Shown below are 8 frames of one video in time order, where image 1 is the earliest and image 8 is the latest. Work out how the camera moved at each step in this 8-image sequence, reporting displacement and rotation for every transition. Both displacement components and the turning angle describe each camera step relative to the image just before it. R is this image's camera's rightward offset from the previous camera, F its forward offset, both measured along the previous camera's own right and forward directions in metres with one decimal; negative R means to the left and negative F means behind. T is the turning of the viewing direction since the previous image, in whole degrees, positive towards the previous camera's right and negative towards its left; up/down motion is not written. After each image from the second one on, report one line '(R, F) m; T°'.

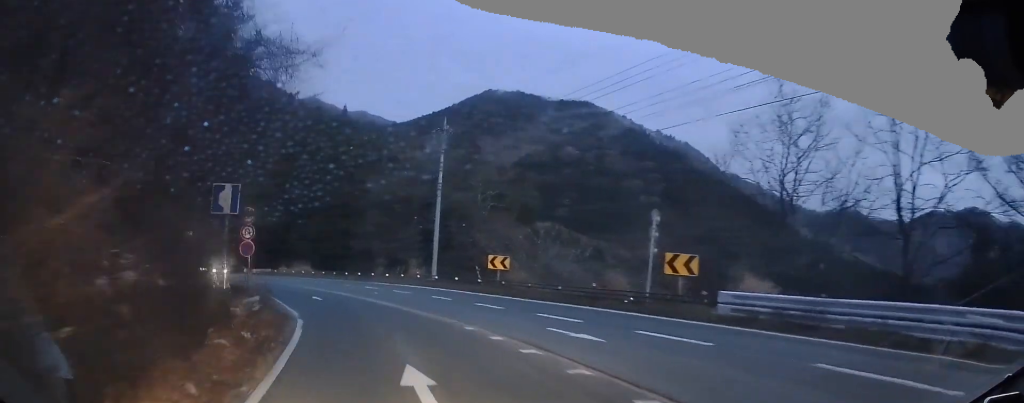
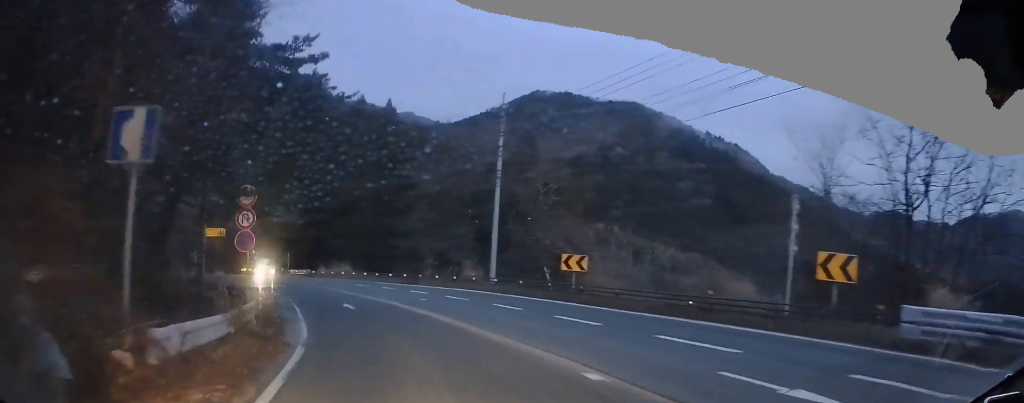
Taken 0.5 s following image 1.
(-0.2, +6.0) m; -12°
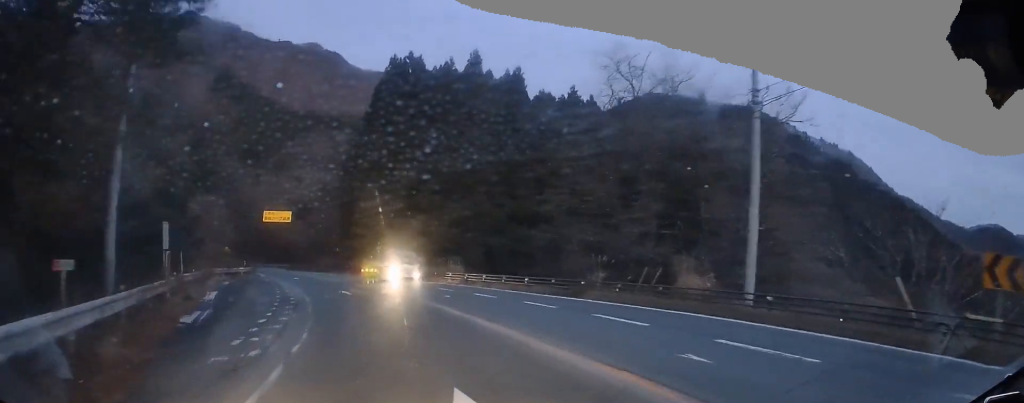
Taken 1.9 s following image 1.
(-5.5, +17.7) m; -23°
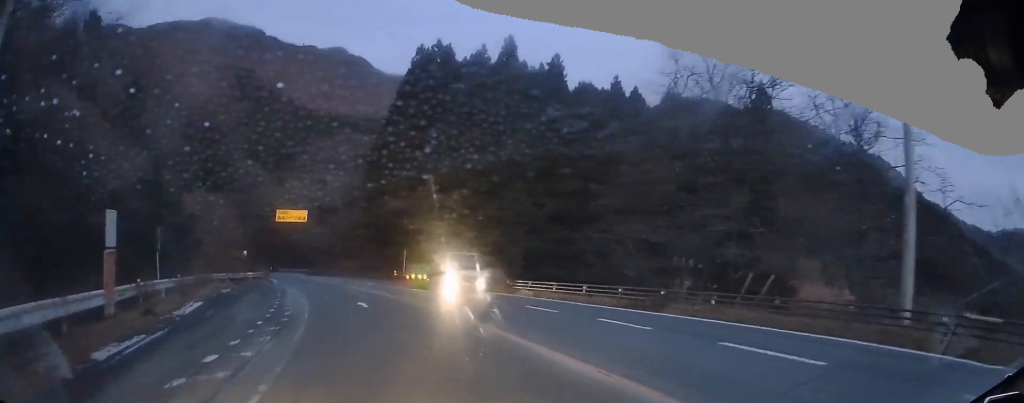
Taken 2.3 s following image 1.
(0.0, +5.6) m; 0°
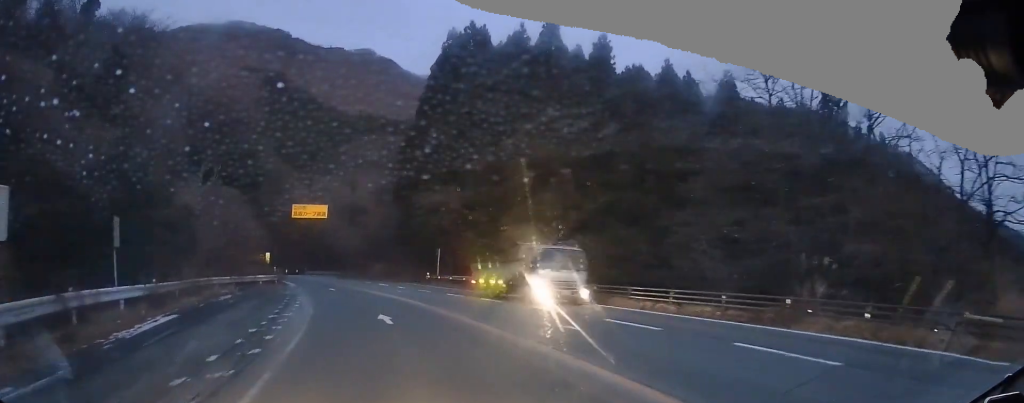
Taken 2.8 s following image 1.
(0.0, +5.6) m; 0°
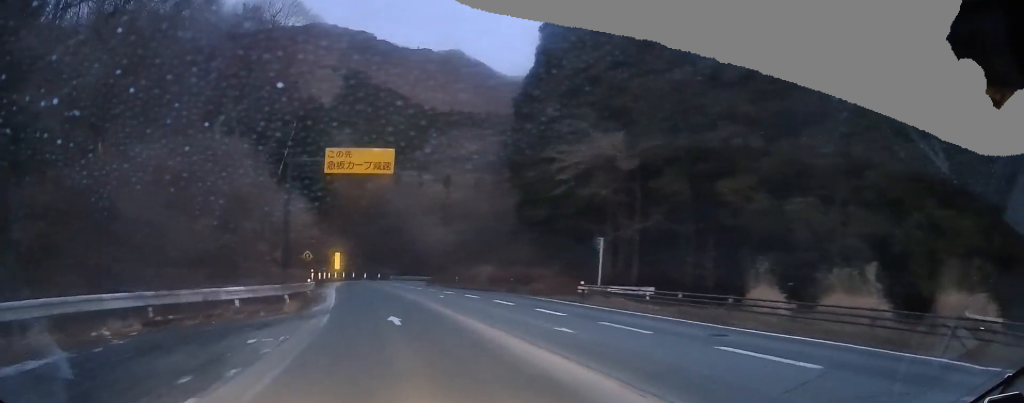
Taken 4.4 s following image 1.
(0.0, +19.5) m; 0°
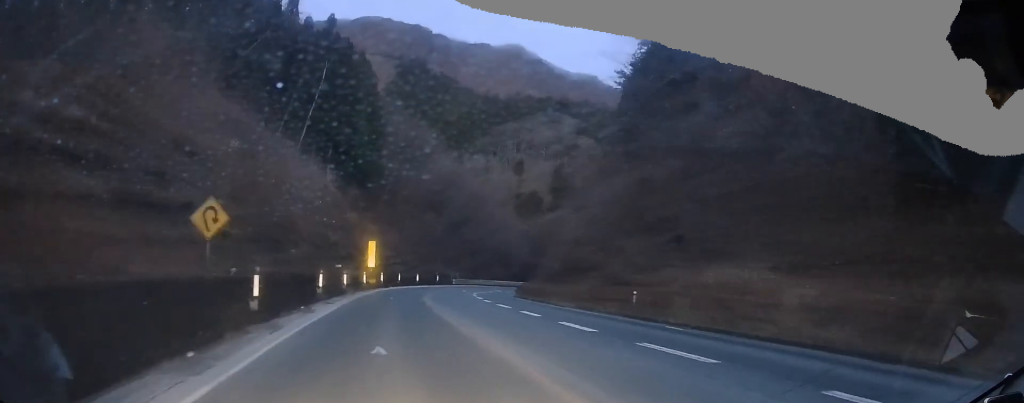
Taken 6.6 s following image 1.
(0.0, +24.6) m; -3°
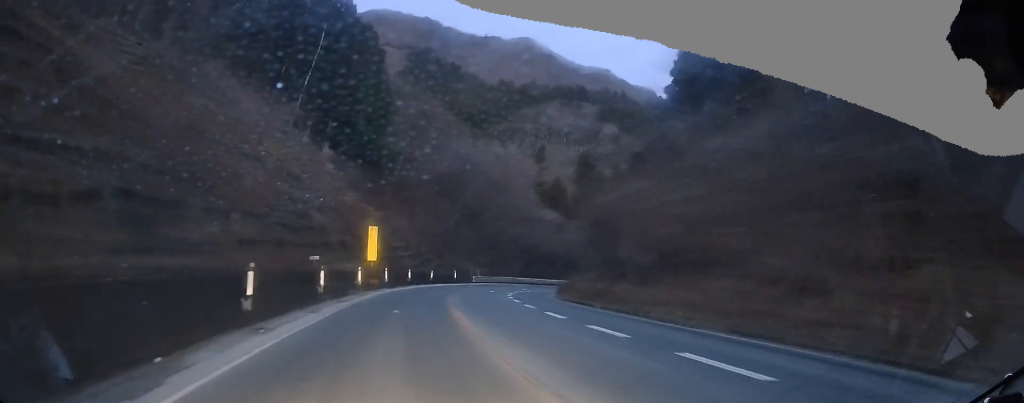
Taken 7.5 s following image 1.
(-0.6, +9.8) m; -13°
